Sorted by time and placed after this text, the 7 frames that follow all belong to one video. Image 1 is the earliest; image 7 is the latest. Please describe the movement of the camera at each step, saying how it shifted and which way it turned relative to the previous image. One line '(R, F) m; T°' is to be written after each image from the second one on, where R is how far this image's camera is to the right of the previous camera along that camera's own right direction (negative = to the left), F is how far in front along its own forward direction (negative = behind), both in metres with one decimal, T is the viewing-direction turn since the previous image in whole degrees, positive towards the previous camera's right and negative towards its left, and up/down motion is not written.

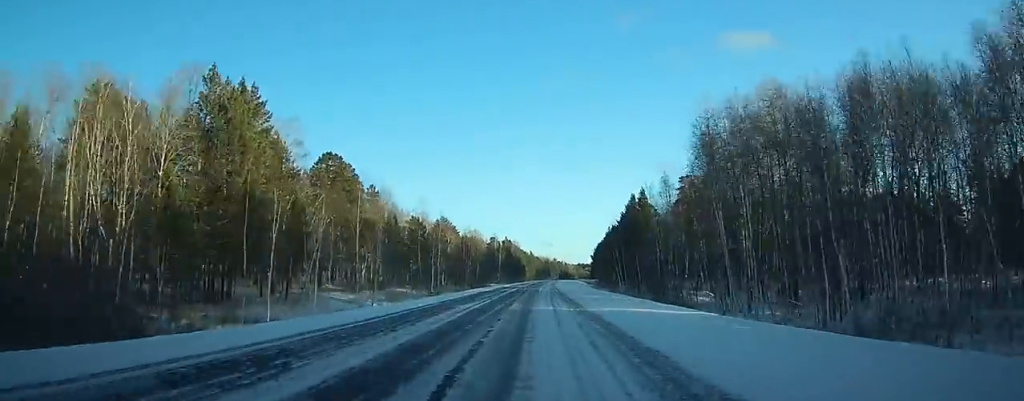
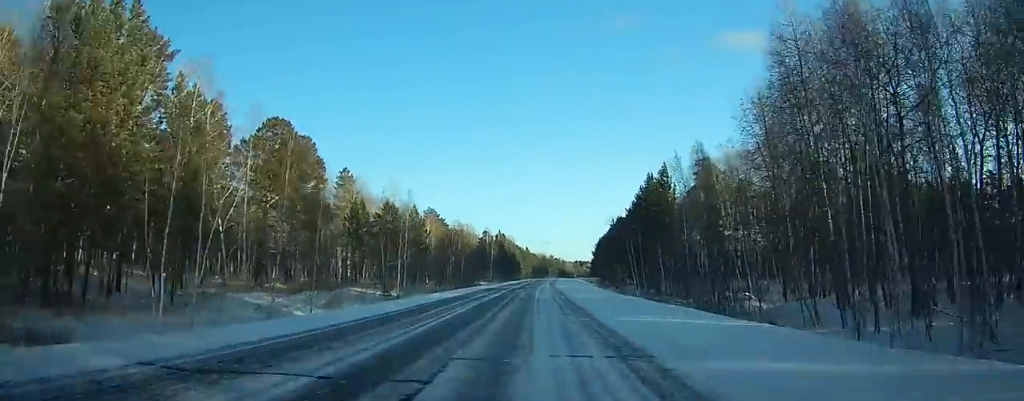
(0.0, +19.8) m; 0°
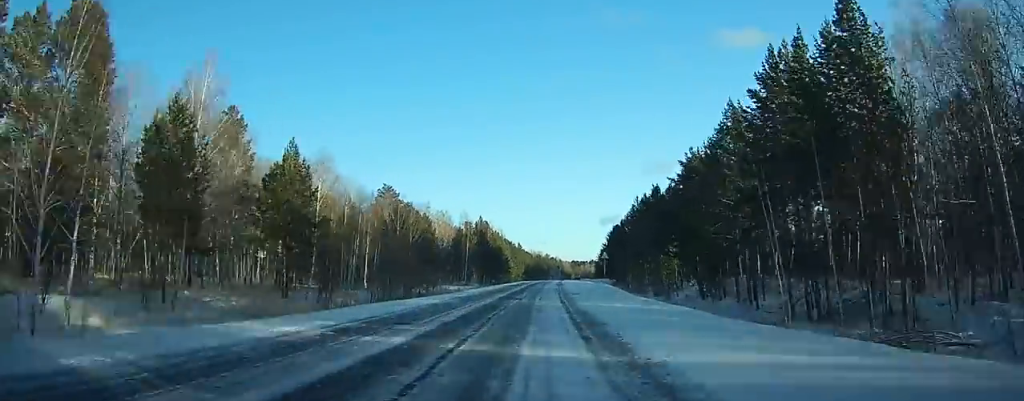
(+0.4, +52.3) m; +1°
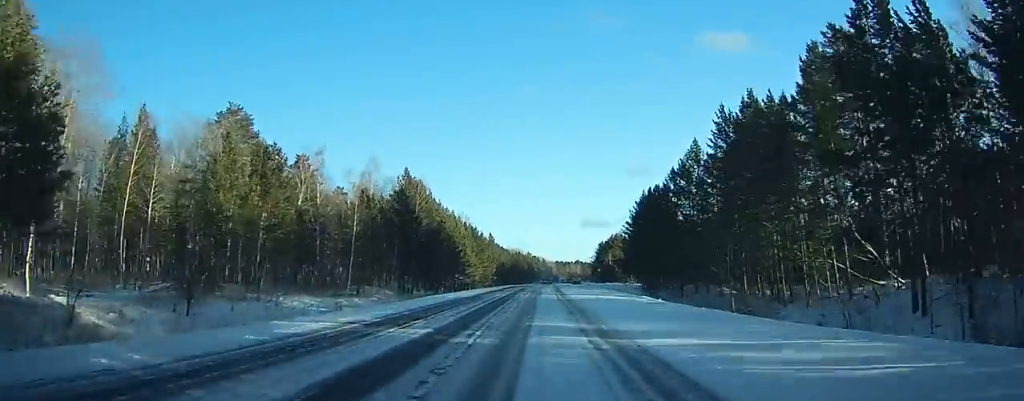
(+0.4, +72.0) m; +1°
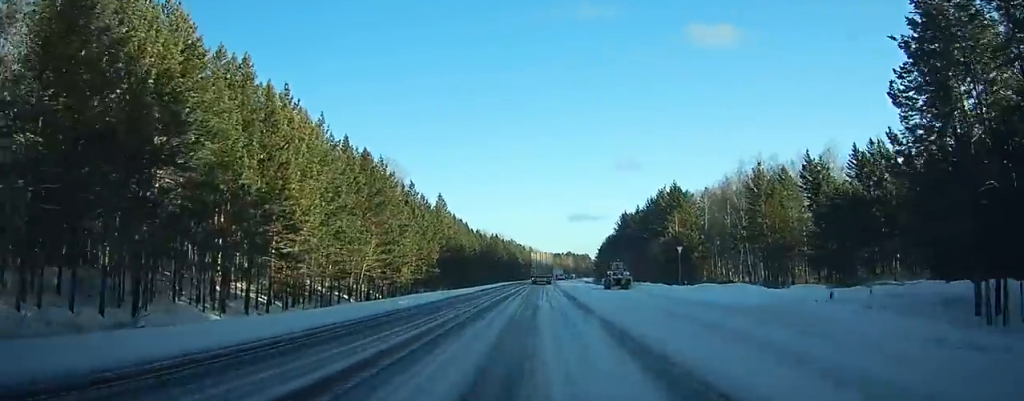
(+1.1, +85.0) m; +2°
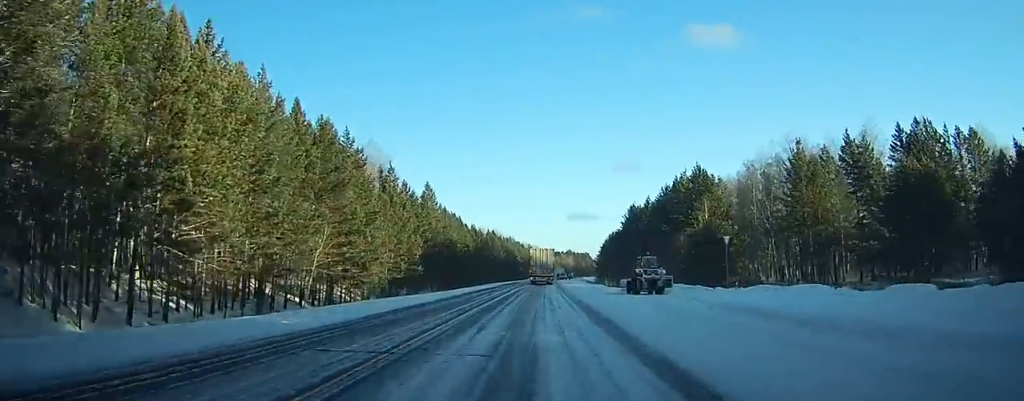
(+0.1, +15.7) m; +1°
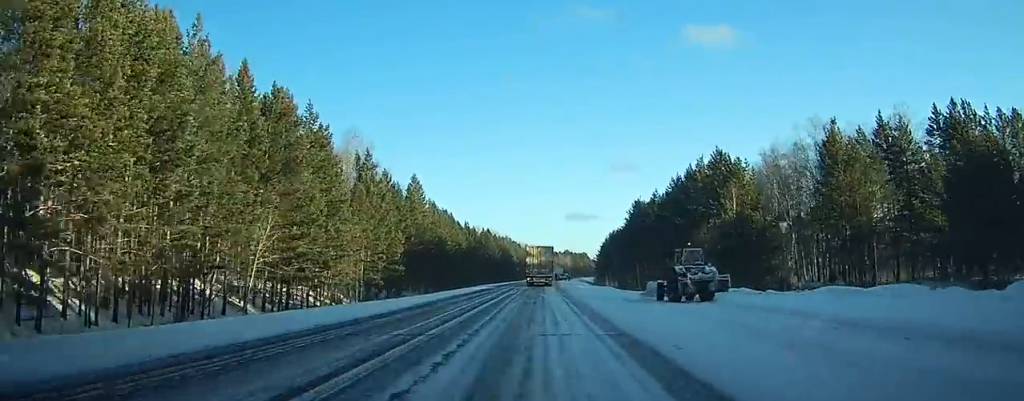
(+0.1, +10.2) m; 0°
